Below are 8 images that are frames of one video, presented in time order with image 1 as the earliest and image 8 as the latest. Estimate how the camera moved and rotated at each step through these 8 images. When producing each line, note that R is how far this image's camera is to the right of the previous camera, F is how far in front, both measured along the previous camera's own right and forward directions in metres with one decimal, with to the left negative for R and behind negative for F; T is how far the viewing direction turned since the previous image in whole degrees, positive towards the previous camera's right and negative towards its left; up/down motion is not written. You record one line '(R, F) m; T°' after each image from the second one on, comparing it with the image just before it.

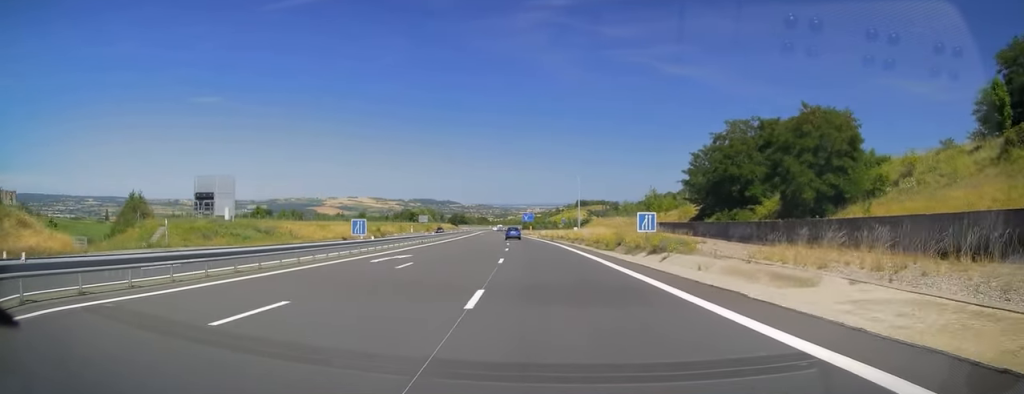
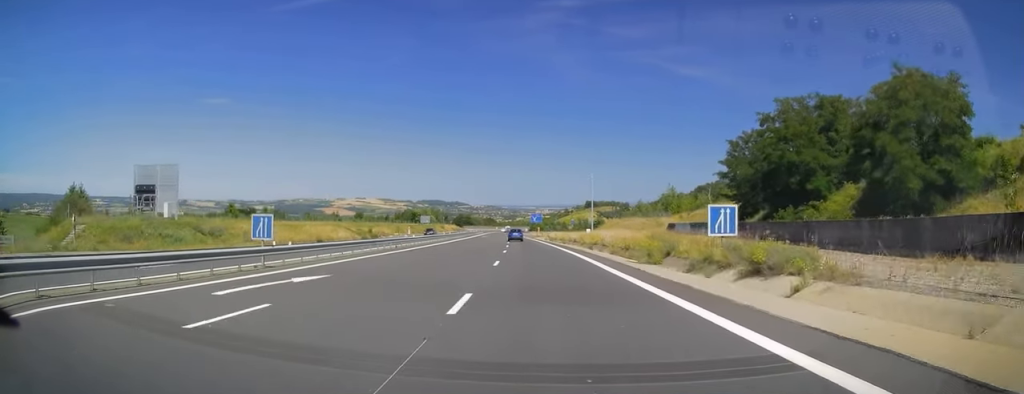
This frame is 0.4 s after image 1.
(0.0, +13.5) m; 0°
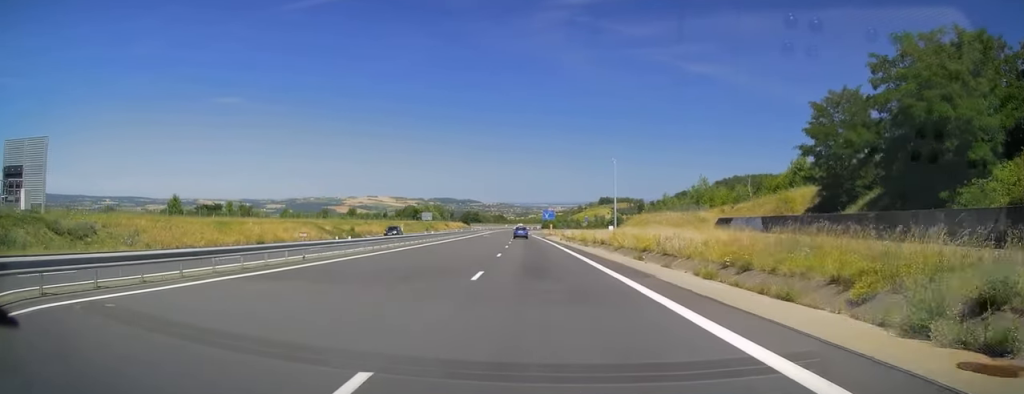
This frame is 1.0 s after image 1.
(0.0, +20.0) m; -1°
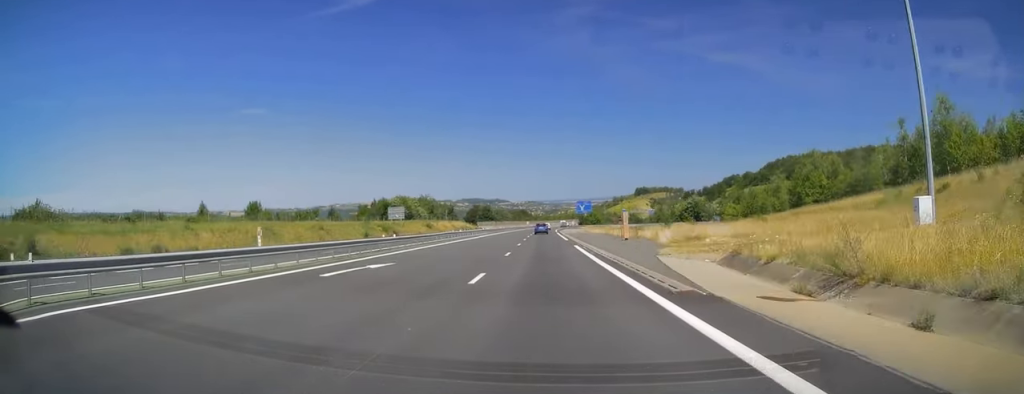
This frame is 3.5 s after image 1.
(-2.8, +79.4) m; -3°
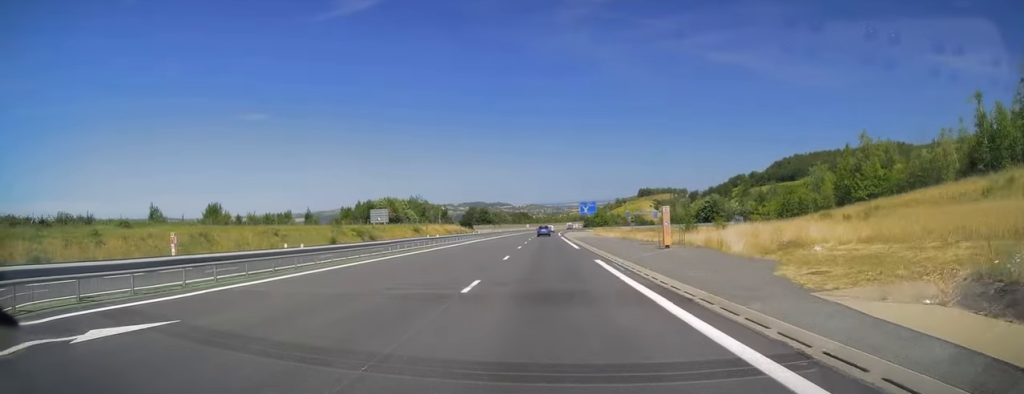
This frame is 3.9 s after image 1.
(-0.2, +14.6) m; 0°
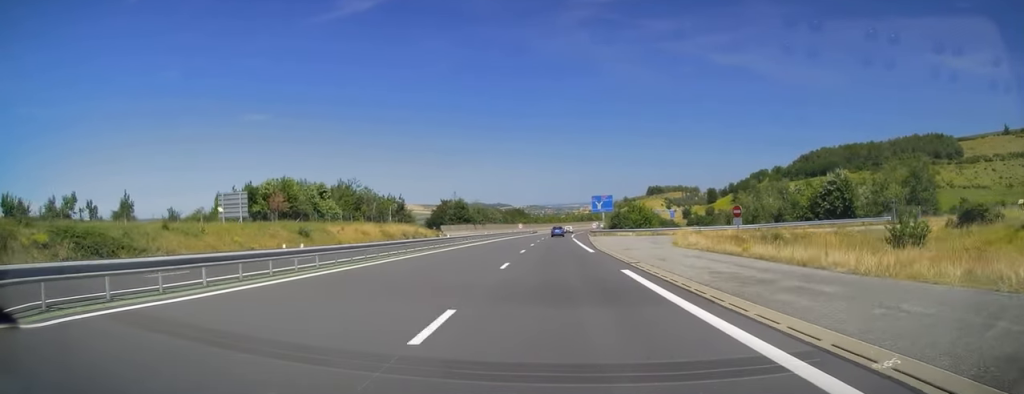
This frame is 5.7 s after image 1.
(-0.3, +57.9) m; 0°
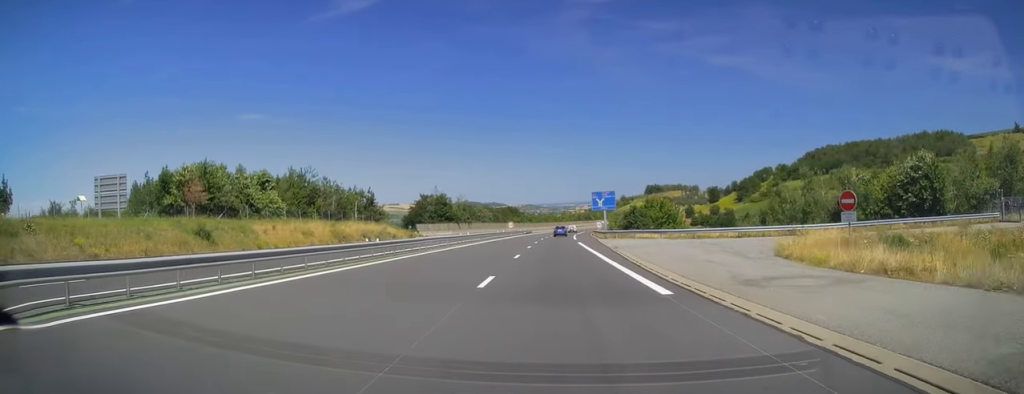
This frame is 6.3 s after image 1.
(0.0, +19.5) m; 0°
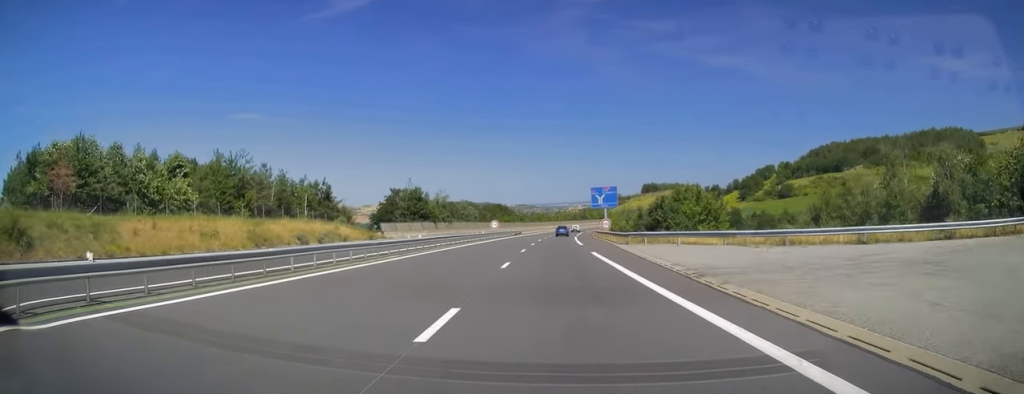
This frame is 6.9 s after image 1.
(0.0, +19.5) m; 0°
